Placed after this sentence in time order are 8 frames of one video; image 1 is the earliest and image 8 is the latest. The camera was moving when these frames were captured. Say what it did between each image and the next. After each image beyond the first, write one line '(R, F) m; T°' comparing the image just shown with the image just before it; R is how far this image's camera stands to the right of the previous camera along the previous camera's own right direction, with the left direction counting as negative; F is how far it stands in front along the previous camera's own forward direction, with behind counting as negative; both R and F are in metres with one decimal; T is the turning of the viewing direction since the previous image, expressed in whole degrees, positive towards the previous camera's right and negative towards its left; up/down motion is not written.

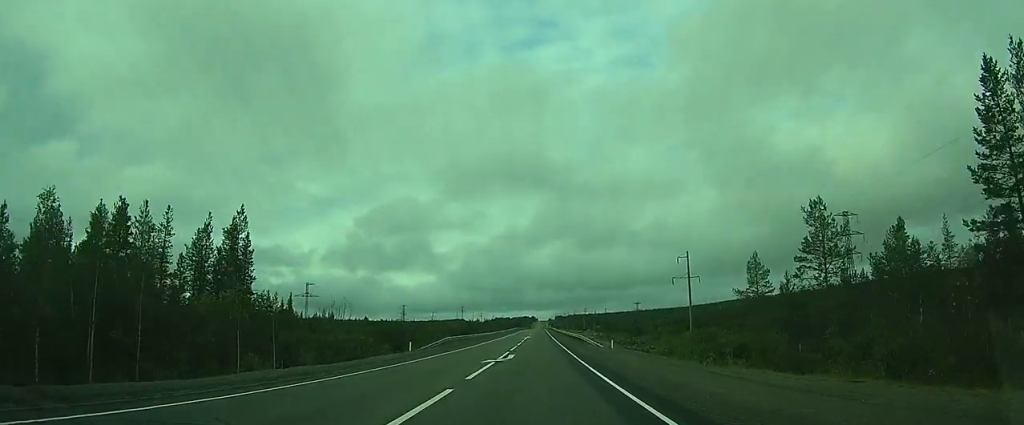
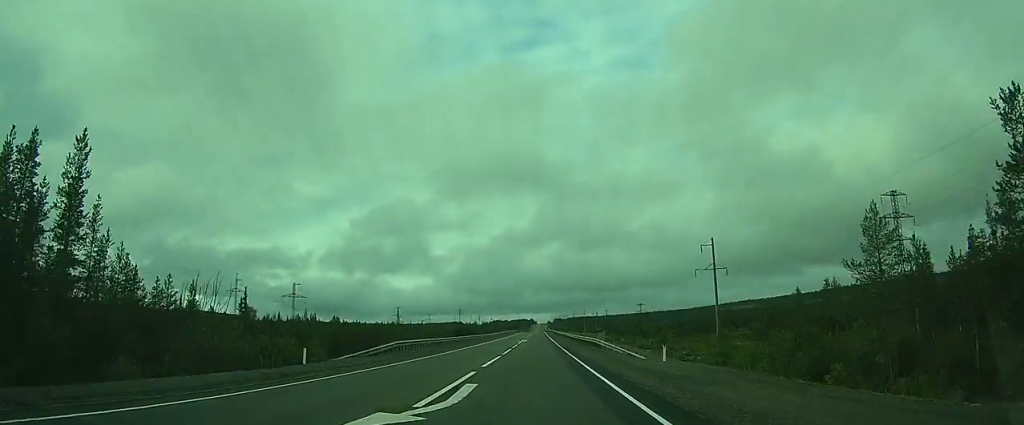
(-0.3, +17.6) m; -1°
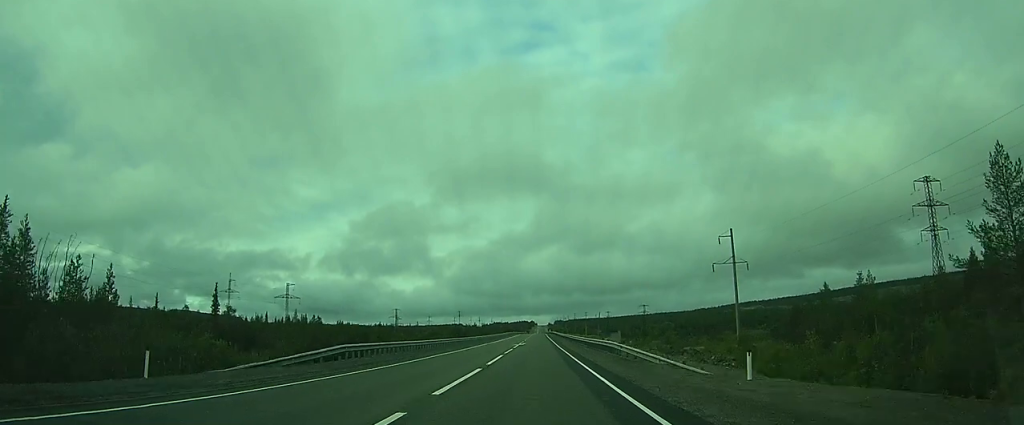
(+0.1, +9.5) m; 0°
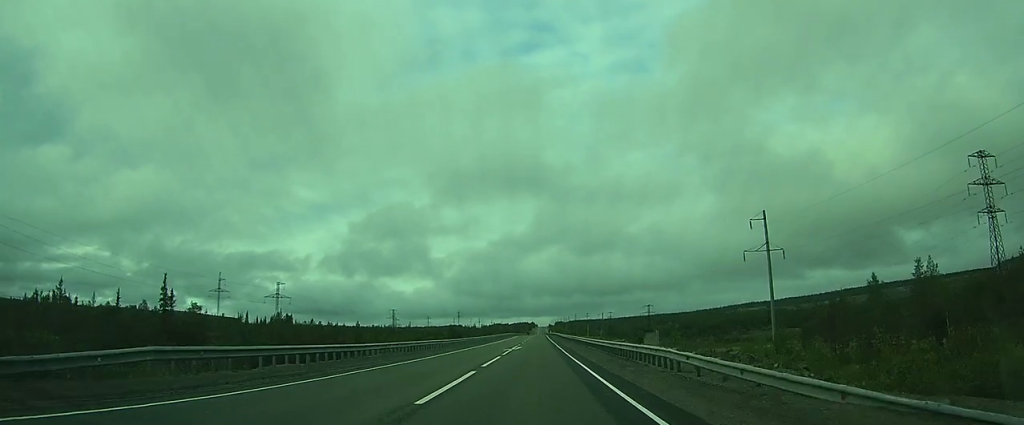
(+0.1, +13.2) m; 0°
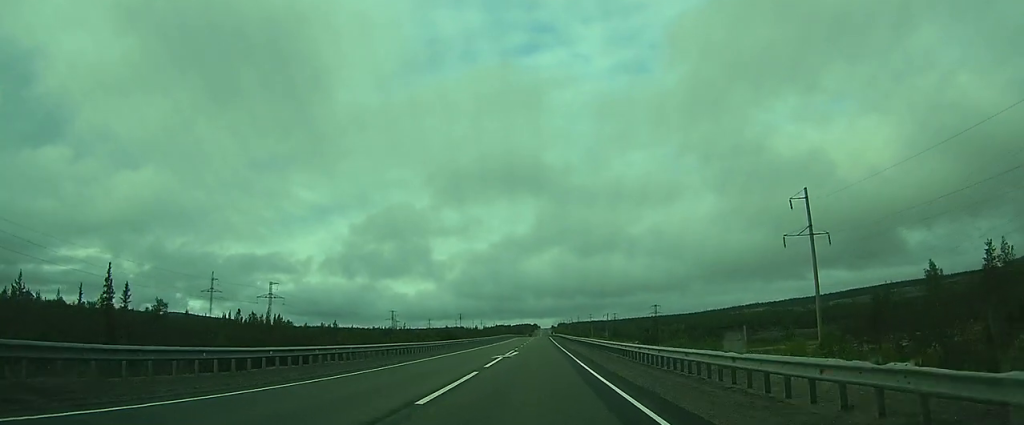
(-0.1, +11.7) m; 0°
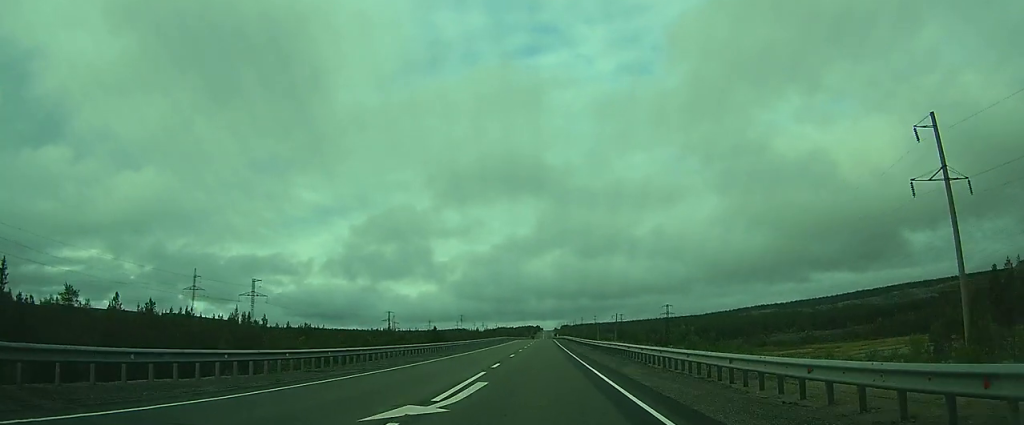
(-0.1, +22.7) m; -1°
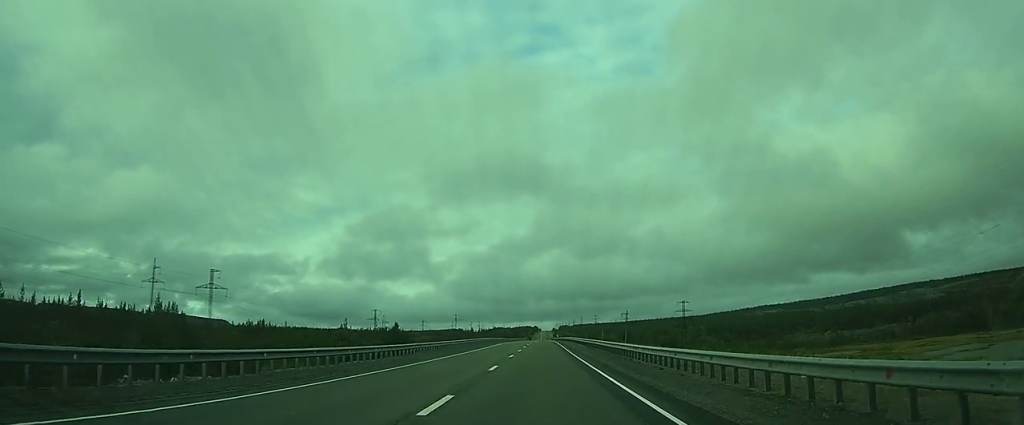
(-0.1, +37.0) m; 0°
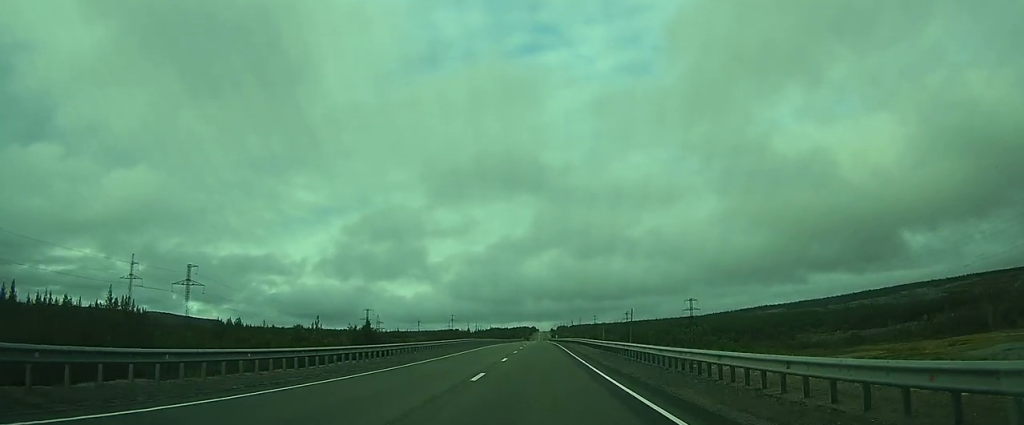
(0.0, +16.5) m; +1°
